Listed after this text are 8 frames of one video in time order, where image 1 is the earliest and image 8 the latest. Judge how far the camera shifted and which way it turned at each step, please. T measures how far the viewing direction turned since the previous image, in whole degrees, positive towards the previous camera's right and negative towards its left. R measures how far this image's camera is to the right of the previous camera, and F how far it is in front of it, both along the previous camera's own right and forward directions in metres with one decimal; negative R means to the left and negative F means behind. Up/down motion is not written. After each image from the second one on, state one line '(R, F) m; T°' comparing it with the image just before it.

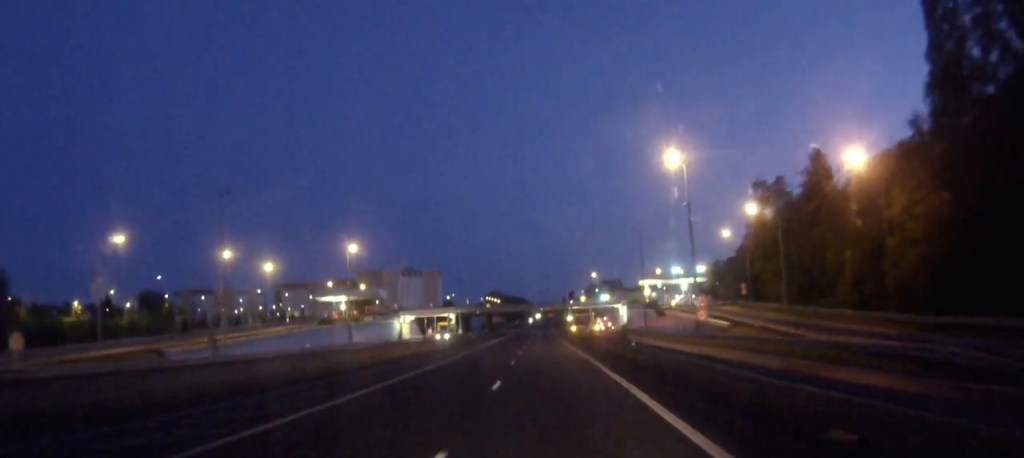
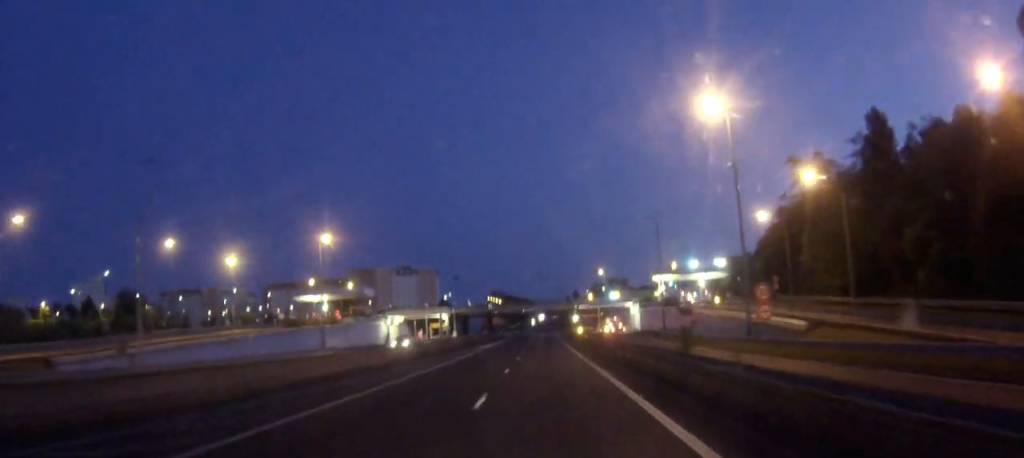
(-0.1, +16.9) m; 0°
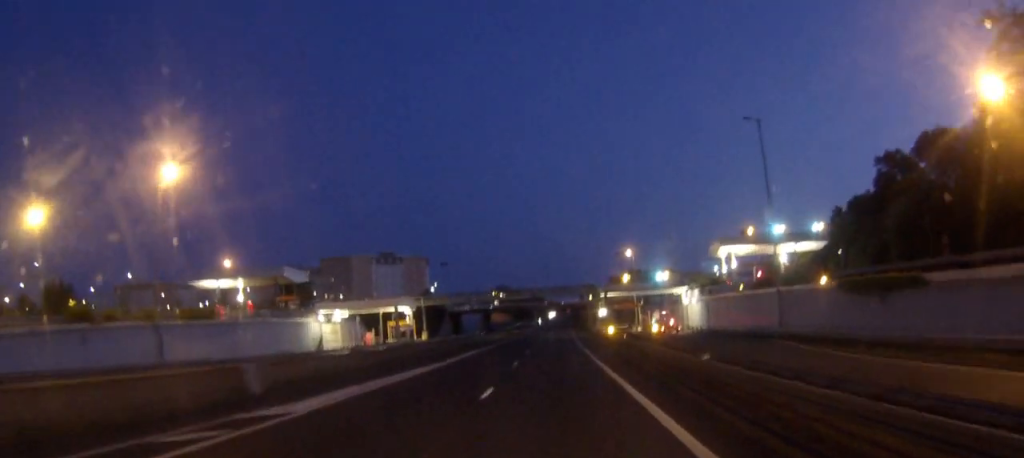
(-0.2, +50.5) m; 0°
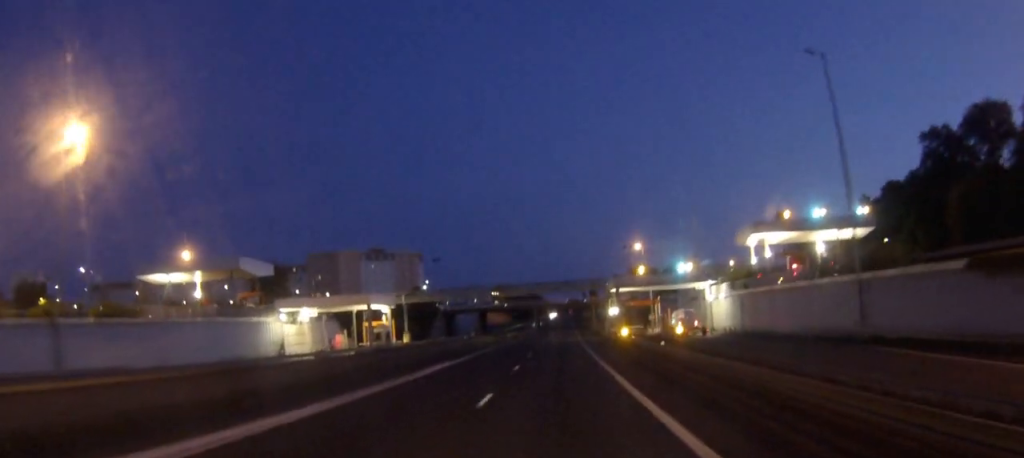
(0.0, +15.1) m; 0°
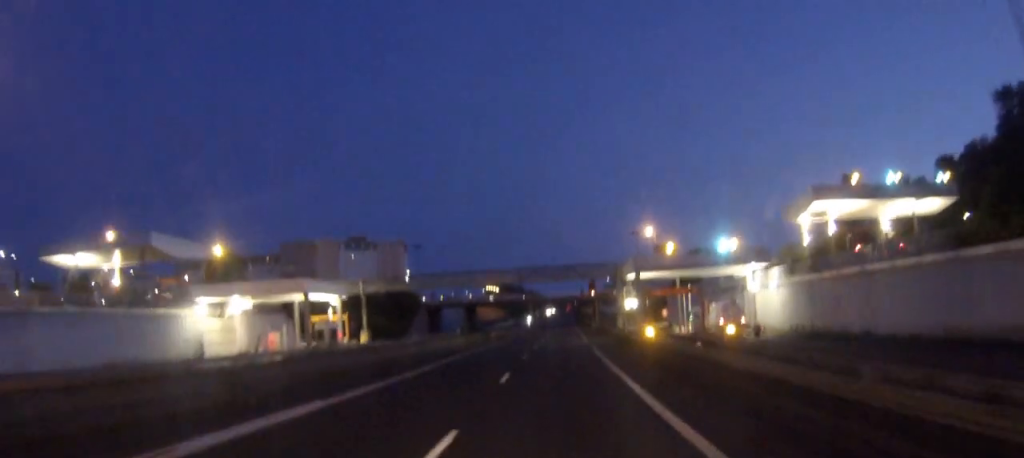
(0.0, +20.4) m; 0°
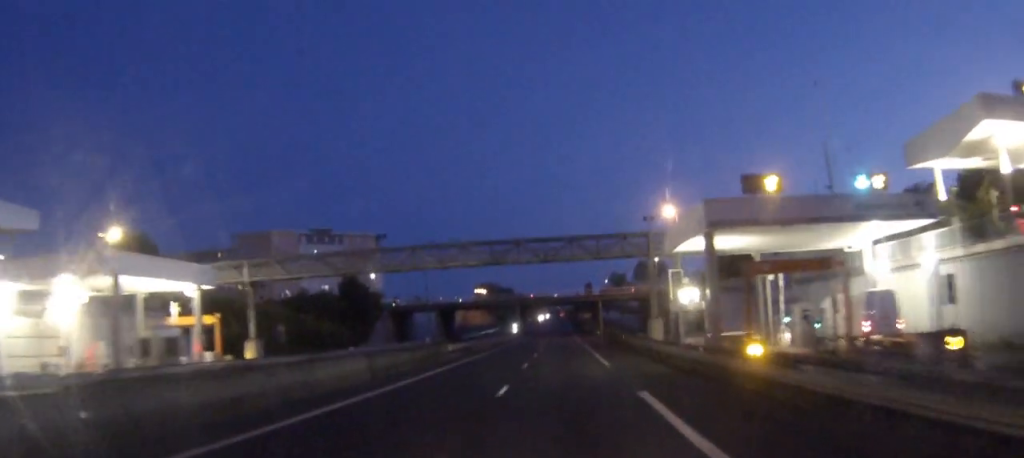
(+0.1, +28.4) m; 0°
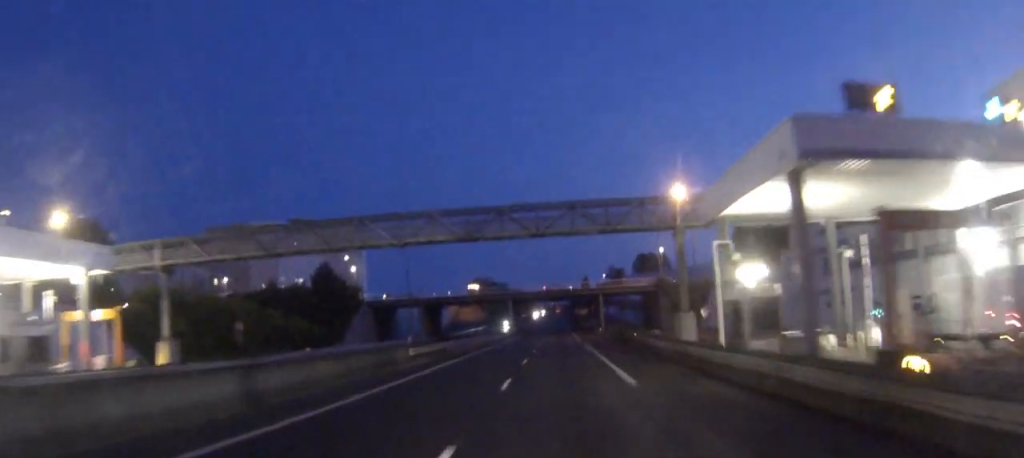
(0.0, +11.6) m; 0°
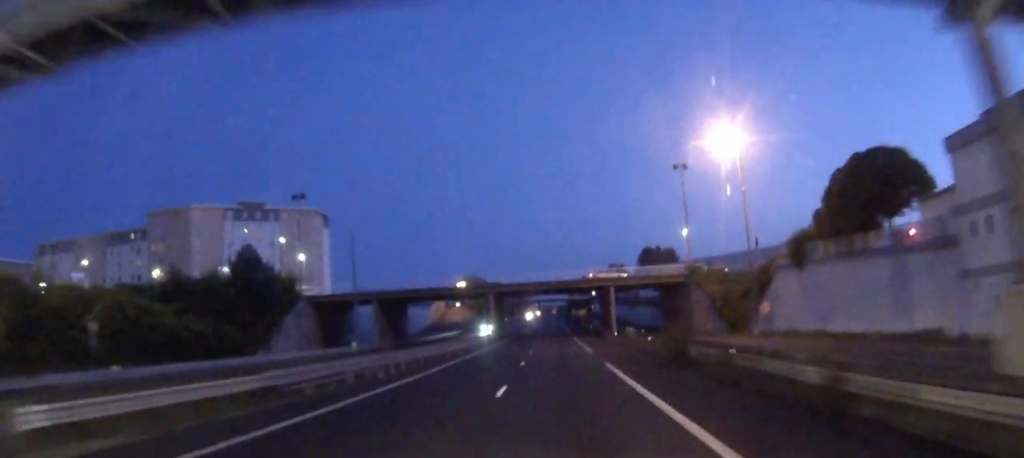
(+0.1, +26.7) m; 0°
